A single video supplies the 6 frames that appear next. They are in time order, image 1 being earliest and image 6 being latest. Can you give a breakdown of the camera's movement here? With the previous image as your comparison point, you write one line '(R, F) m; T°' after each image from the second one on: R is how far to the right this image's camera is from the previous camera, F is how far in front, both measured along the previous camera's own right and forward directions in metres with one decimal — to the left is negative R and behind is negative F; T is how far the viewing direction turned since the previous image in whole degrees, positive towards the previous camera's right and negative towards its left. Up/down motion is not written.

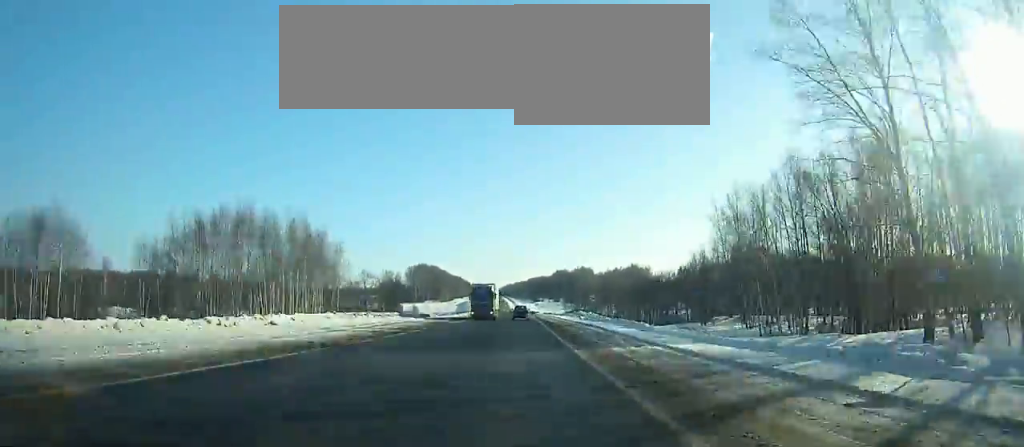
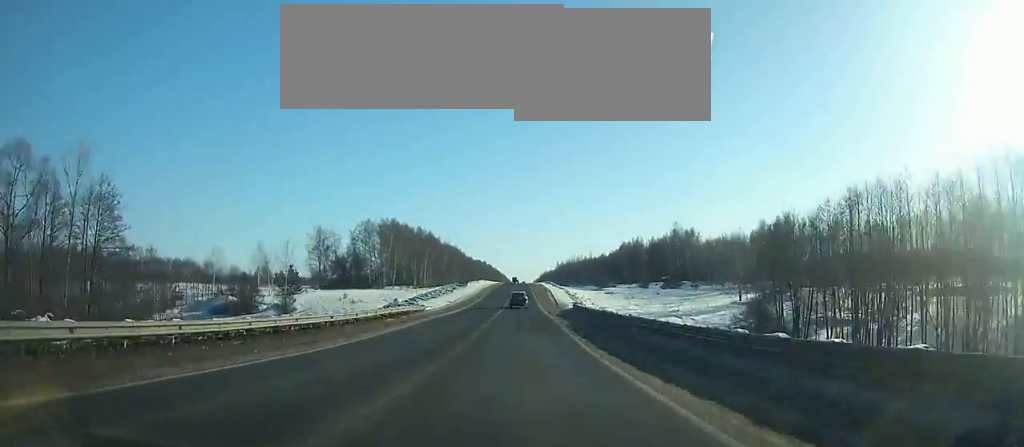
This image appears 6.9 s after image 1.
(-4.1, +167.5) m; -3°
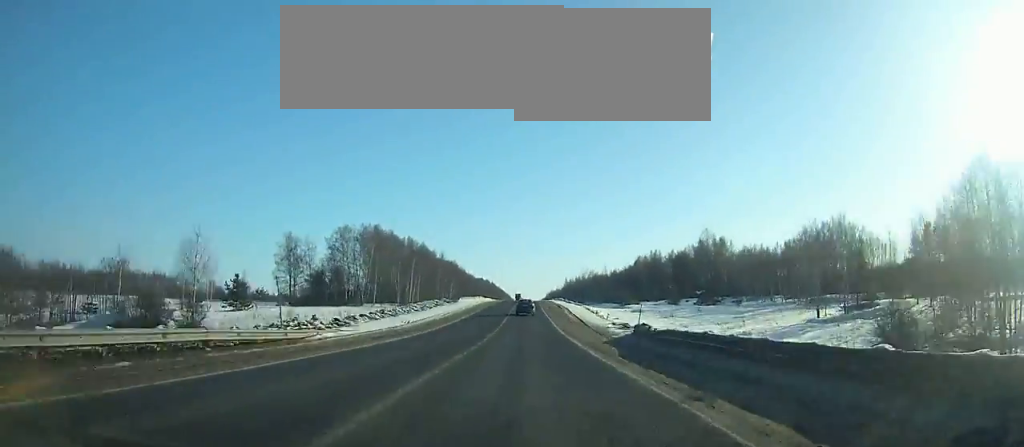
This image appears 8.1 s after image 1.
(-0.3, +28.5) m; 0°
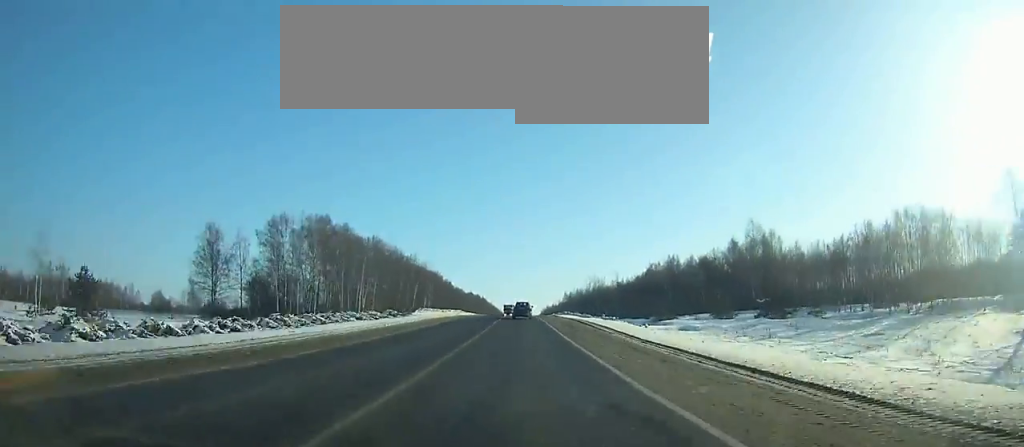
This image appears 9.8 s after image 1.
(+0.1, +38.9) m; 0°
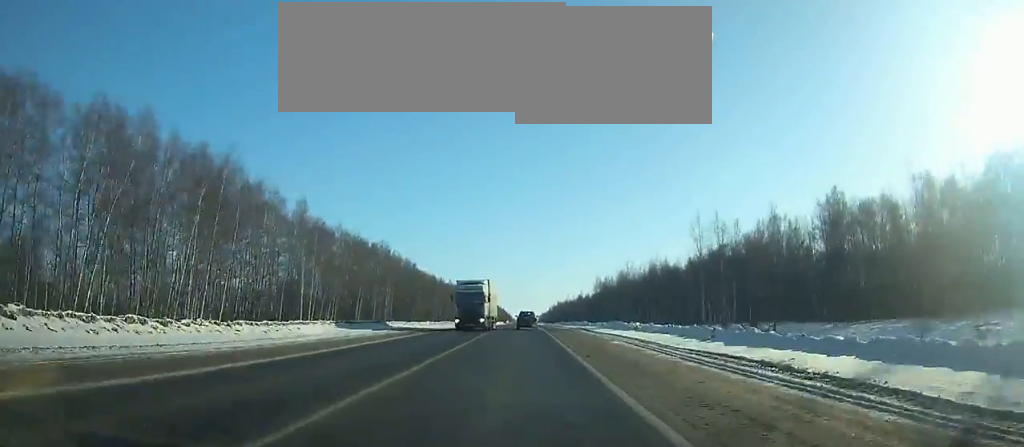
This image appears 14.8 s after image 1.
(+0.1, +110.2) m; 0°
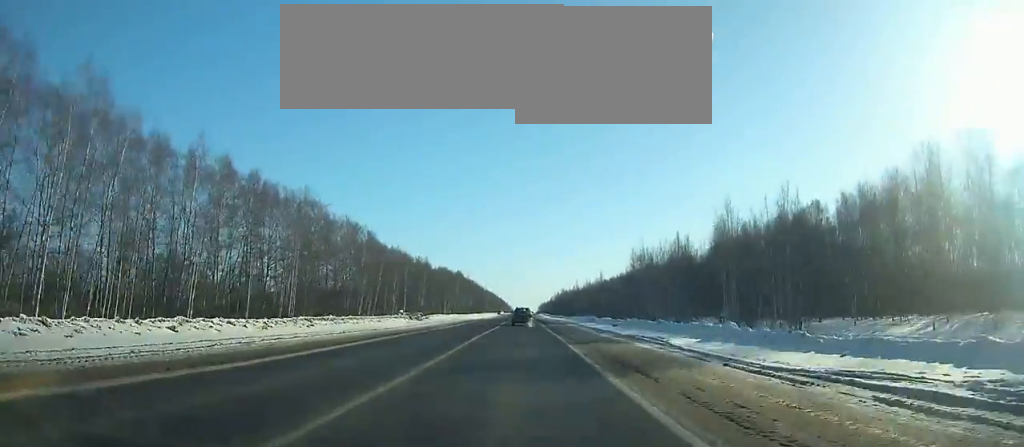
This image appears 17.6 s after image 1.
(-0.2, +58.6) m; 0°
